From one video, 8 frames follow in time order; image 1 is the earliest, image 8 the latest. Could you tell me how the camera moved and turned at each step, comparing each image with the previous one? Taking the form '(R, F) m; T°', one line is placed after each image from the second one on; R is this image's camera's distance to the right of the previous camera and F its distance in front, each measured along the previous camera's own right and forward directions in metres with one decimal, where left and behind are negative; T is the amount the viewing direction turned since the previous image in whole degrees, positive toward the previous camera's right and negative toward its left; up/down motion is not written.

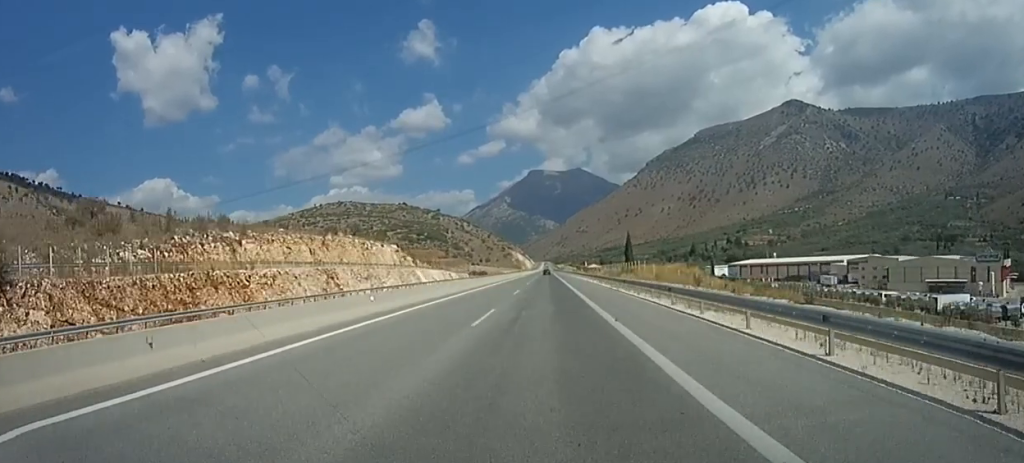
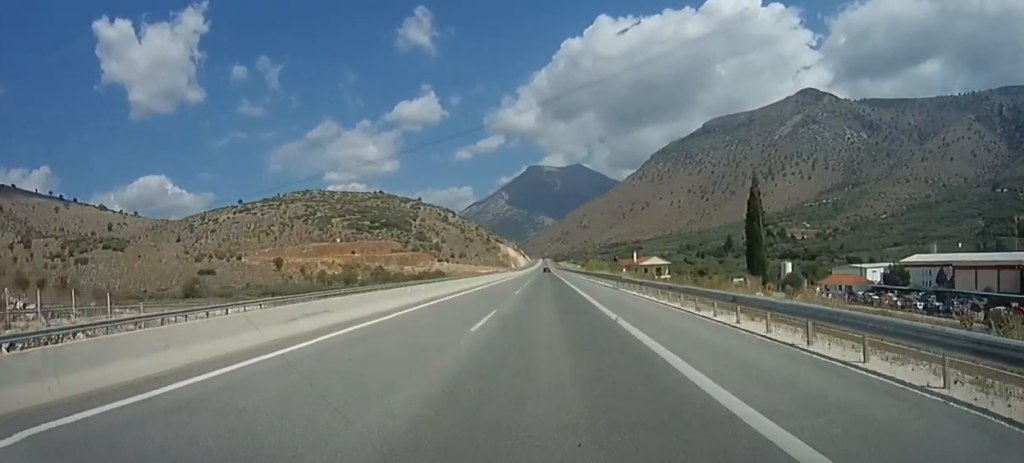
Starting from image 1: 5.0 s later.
(-1.6, +162.0) m; -1°
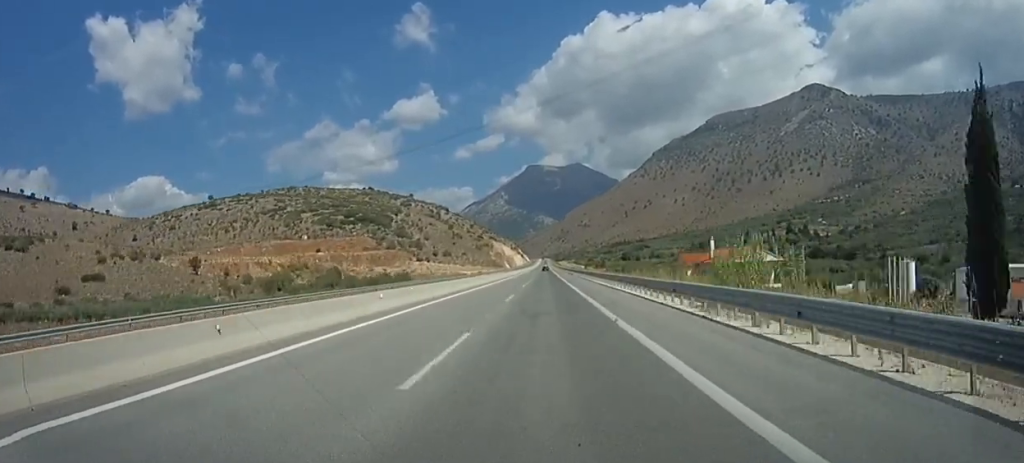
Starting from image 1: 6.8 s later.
(0.0, +60.3) m; 0°
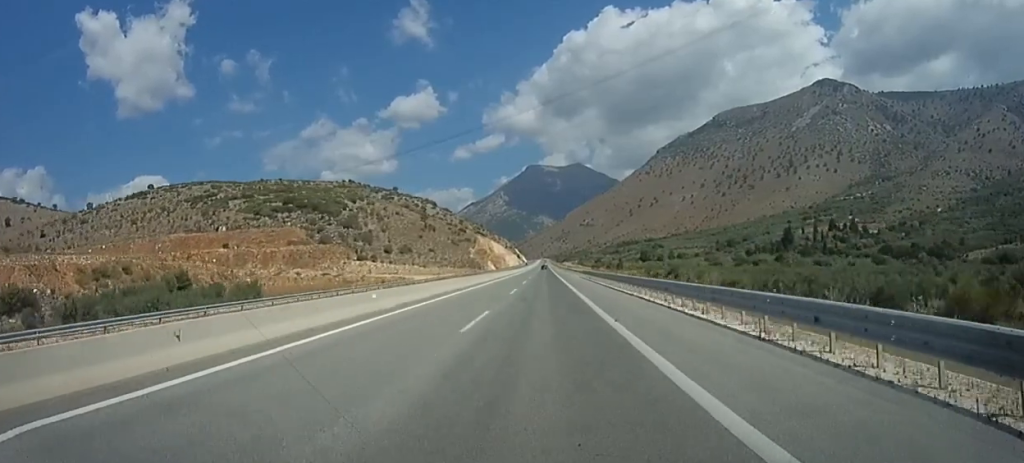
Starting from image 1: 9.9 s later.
(-0.1, +102.1) m; 0°
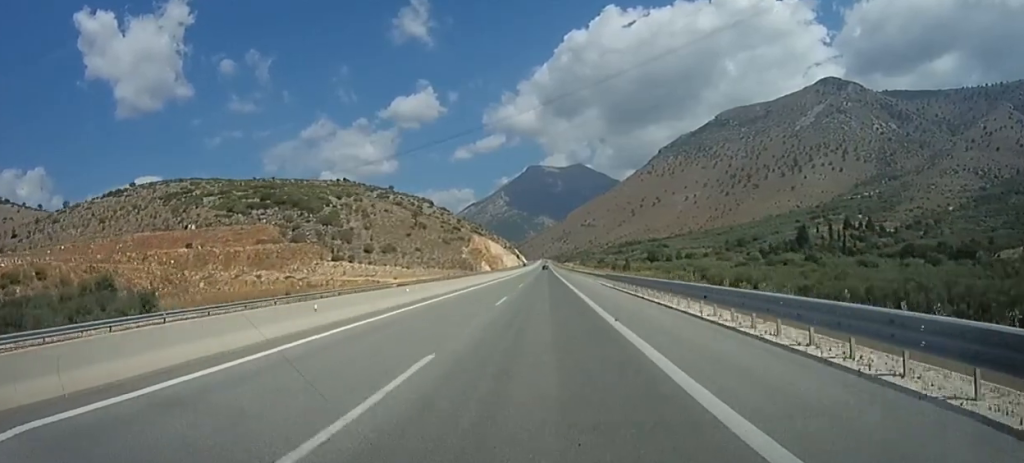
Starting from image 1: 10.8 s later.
(-0.1, +27.7) m; 0°
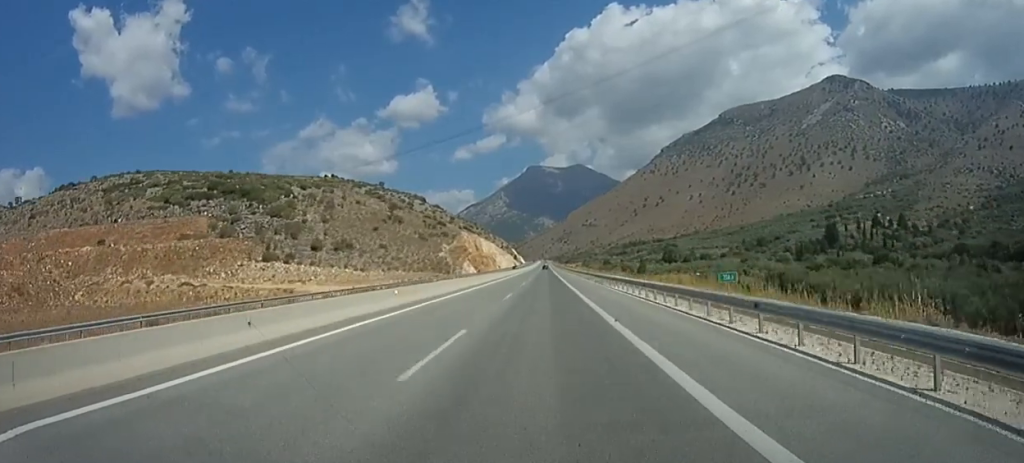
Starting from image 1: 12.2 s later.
(+0.3, +49.7) m; 0°
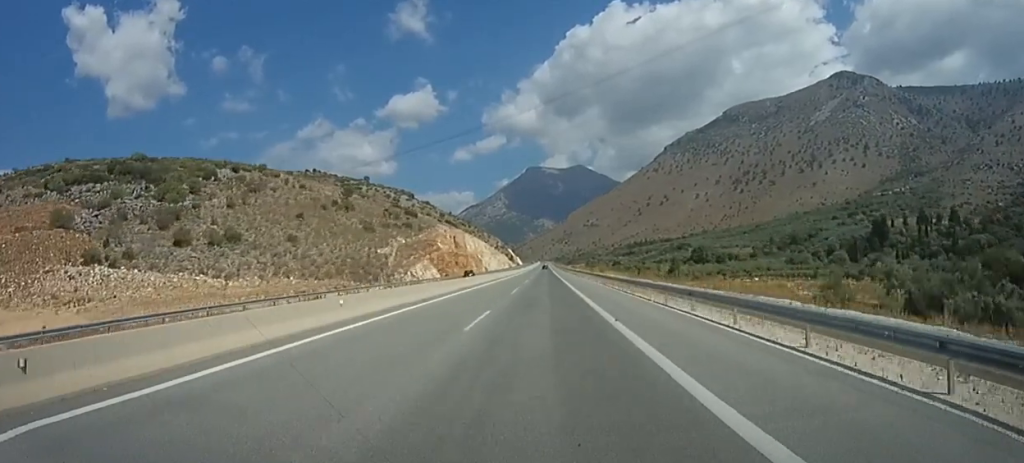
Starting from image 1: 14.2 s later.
(-0.1, +66.3) m; 0°
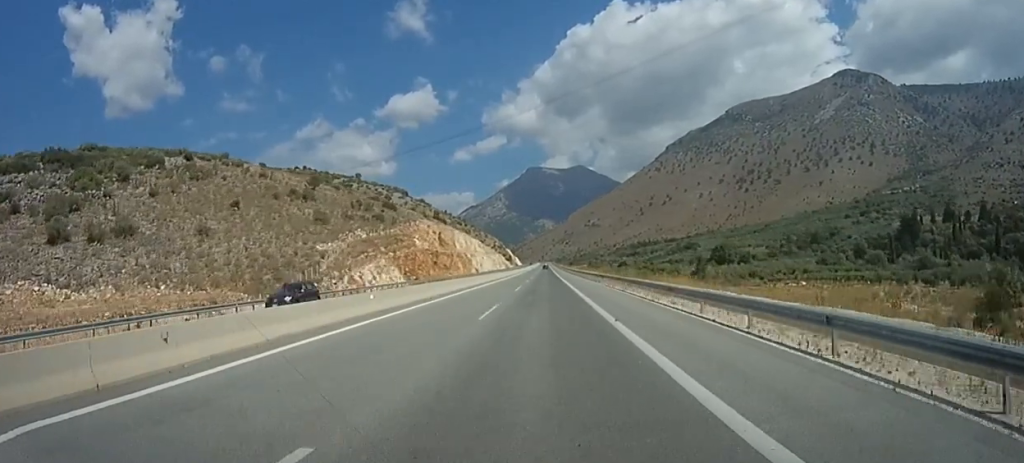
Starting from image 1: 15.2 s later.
(-0.1, +33.1) m; 0°
